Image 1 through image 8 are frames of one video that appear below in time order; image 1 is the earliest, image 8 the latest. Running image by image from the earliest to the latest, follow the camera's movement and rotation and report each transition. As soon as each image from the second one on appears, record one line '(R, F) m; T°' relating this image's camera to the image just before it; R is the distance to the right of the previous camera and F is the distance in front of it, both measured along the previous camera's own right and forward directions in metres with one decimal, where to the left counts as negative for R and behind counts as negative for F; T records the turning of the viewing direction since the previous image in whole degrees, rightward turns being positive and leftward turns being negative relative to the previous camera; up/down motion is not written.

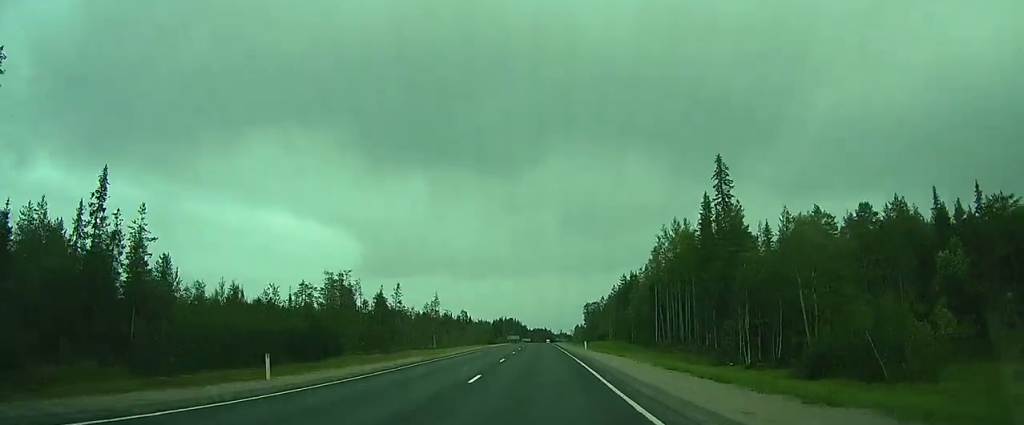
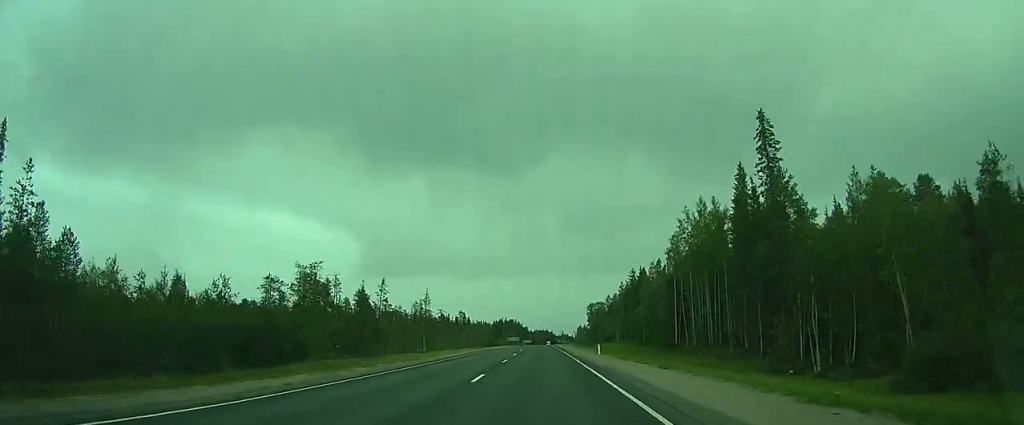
(-0.1, +13.1) m; 0°
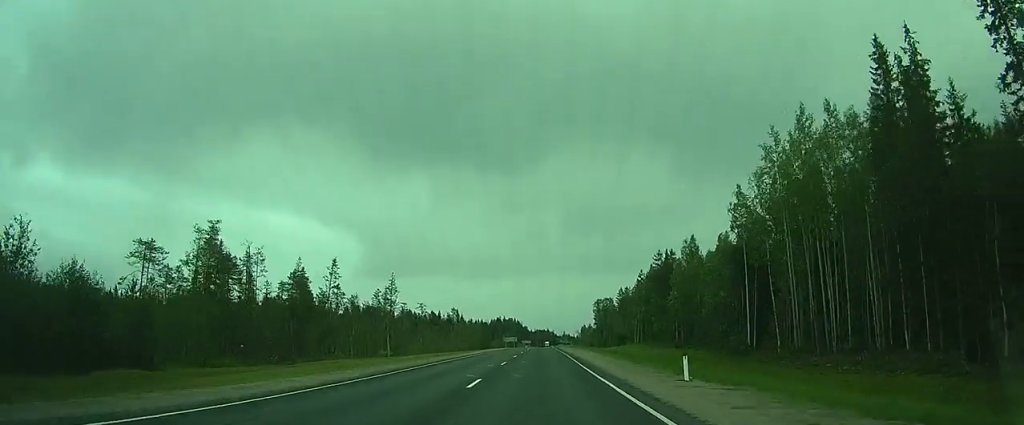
(0.0, +28.8) m; 0°
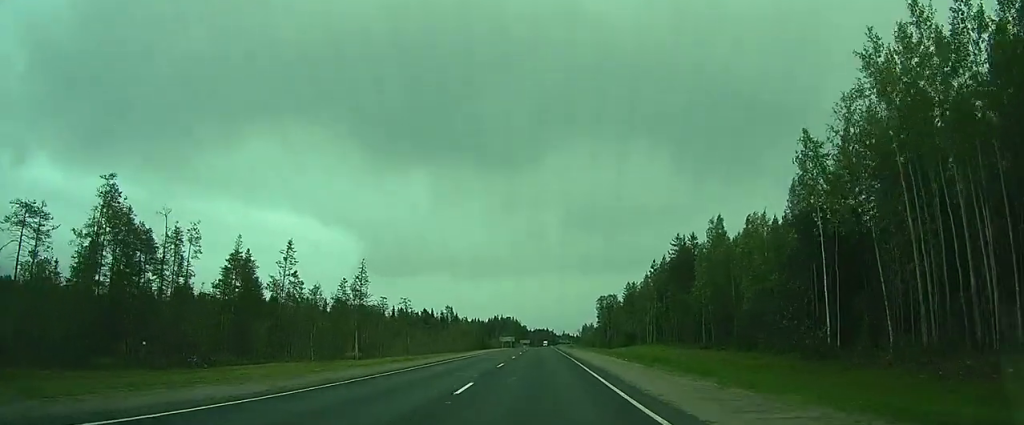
(-0.1, +15.8) m; 0°
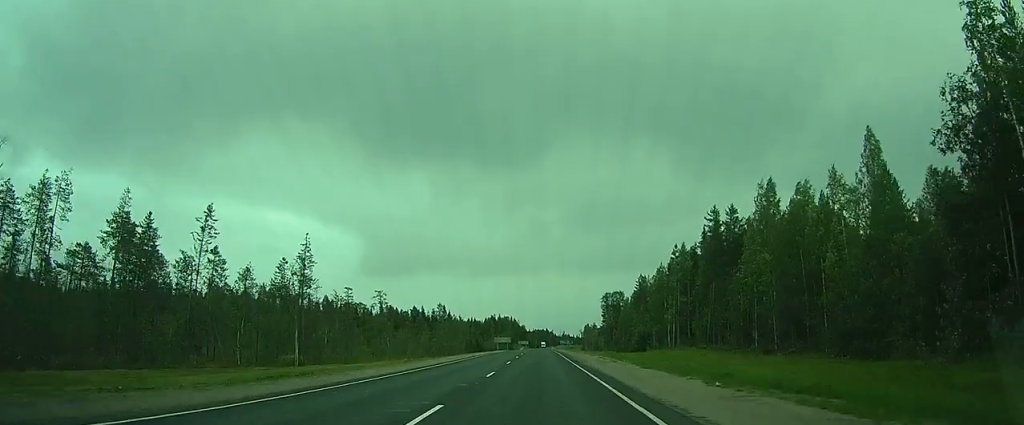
(0.0, +19.4) m; 0°
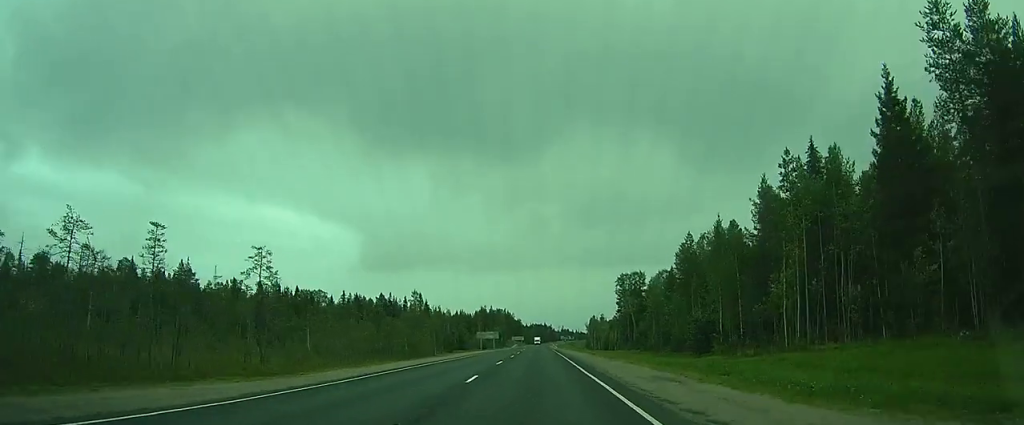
(-0.1, +47.1) m; 0°
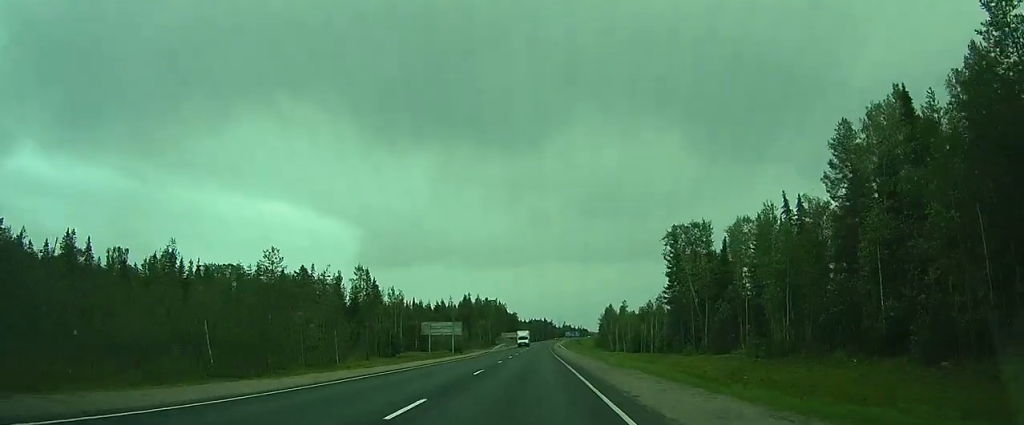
(+0.8, +66.2) m; 0°
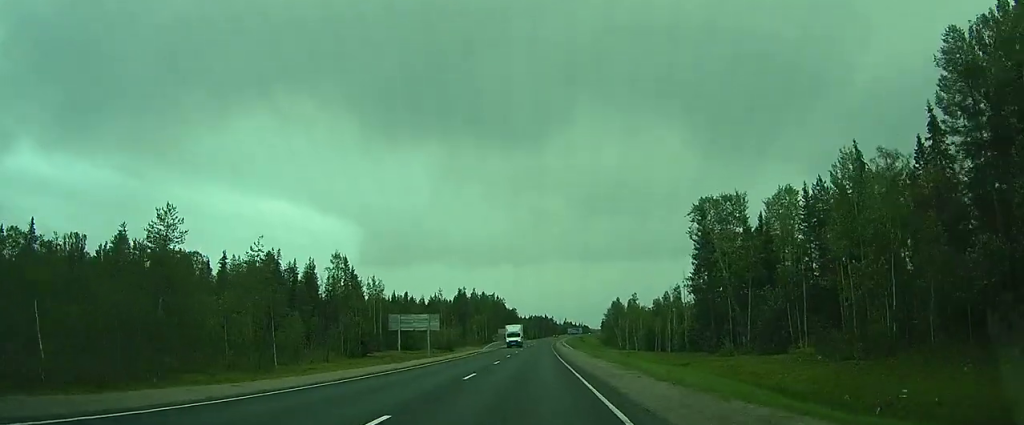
(0.0, +16.7) m; -1°
